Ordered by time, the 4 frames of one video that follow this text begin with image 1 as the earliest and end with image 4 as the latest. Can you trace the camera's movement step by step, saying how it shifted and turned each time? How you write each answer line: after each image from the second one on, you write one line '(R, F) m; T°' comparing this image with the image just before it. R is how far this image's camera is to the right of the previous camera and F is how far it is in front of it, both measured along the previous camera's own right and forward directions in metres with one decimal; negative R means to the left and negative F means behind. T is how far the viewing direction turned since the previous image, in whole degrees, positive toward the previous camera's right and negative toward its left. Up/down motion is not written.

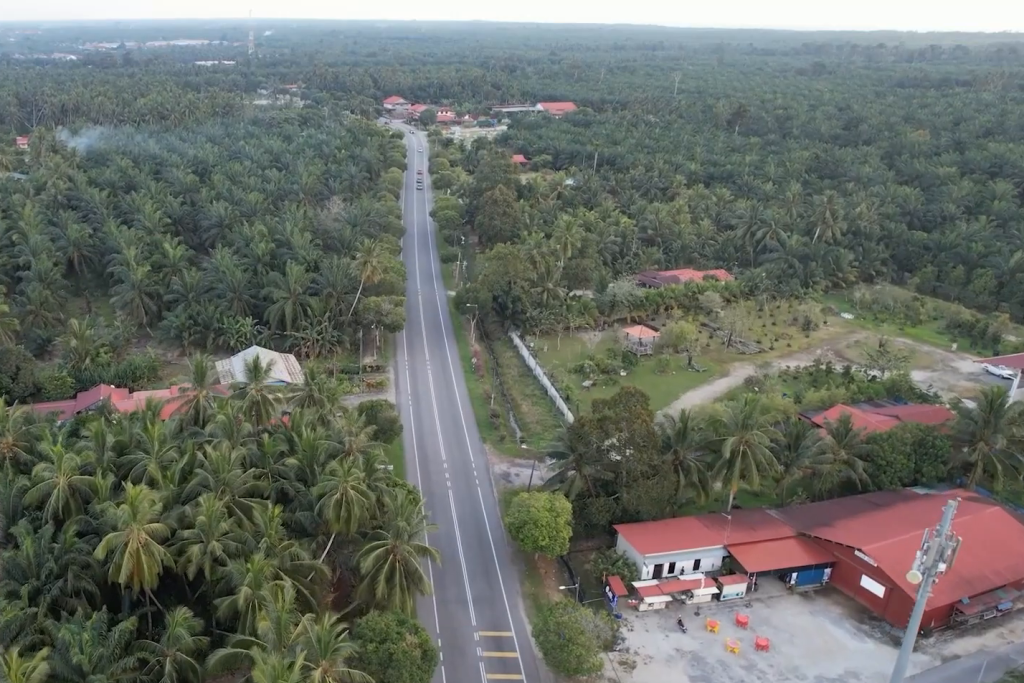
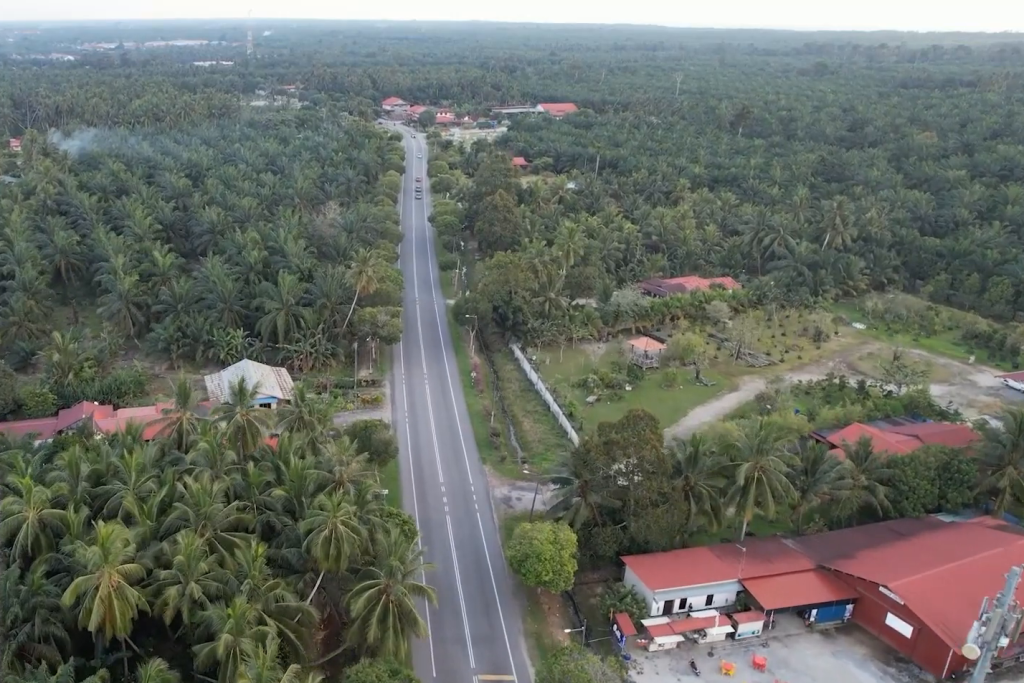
(0.0, +6.0) m; 0°
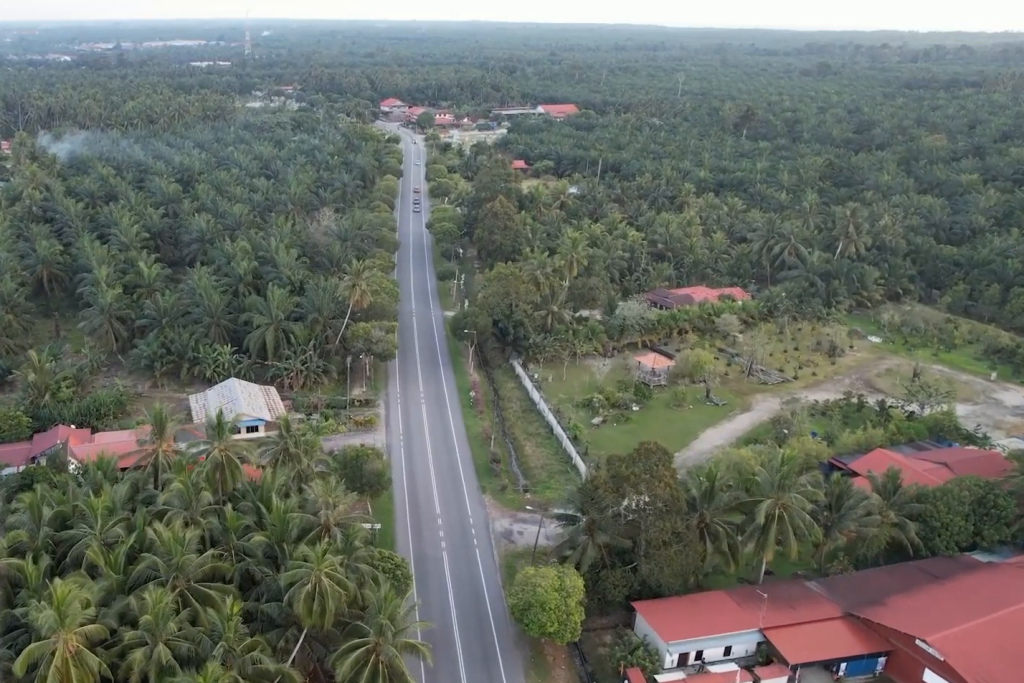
(0.0, +7.6) m; 0°
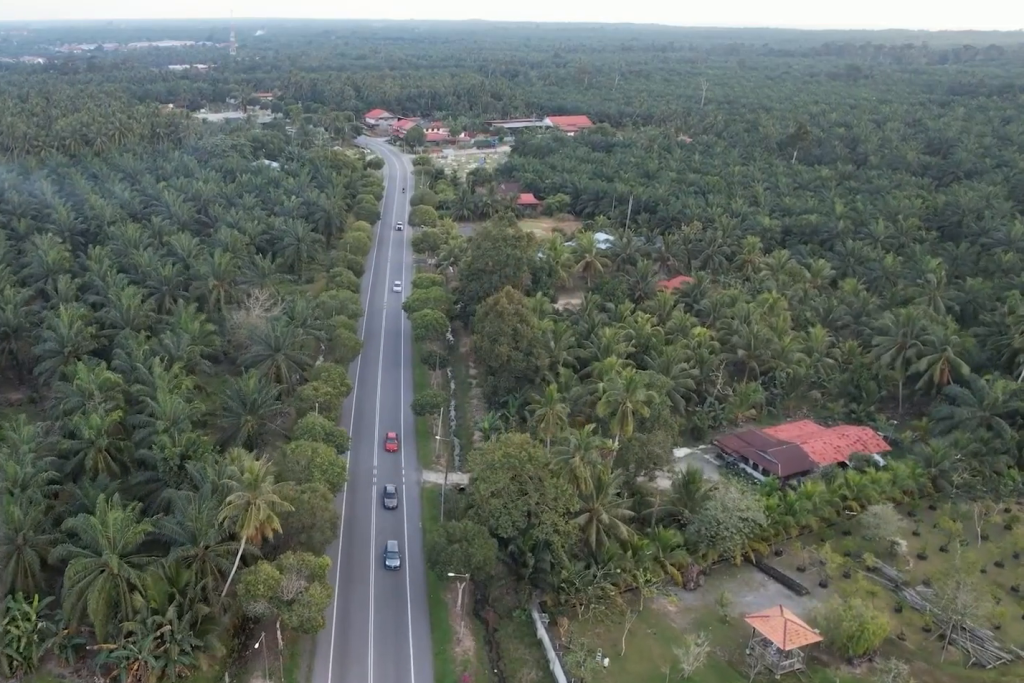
(0.0, +66.9) m; 0°
